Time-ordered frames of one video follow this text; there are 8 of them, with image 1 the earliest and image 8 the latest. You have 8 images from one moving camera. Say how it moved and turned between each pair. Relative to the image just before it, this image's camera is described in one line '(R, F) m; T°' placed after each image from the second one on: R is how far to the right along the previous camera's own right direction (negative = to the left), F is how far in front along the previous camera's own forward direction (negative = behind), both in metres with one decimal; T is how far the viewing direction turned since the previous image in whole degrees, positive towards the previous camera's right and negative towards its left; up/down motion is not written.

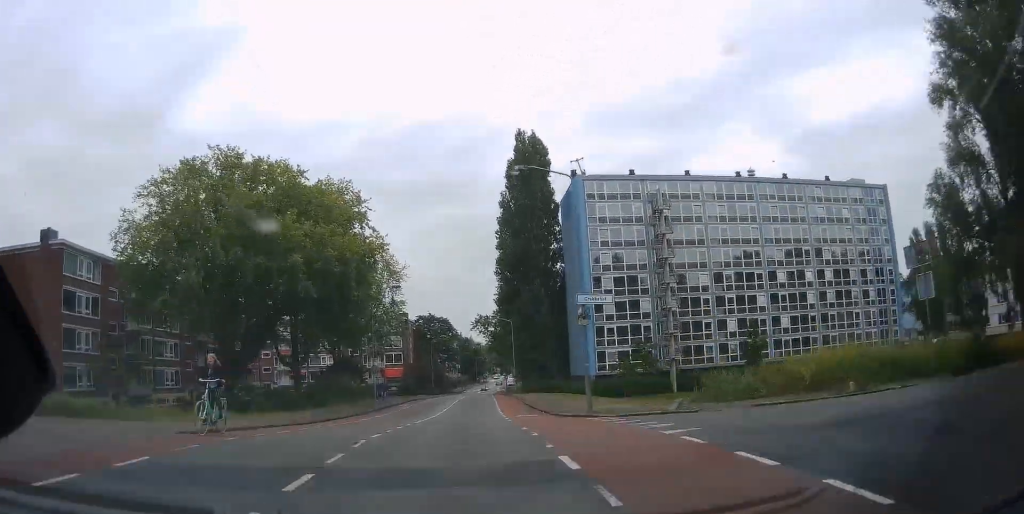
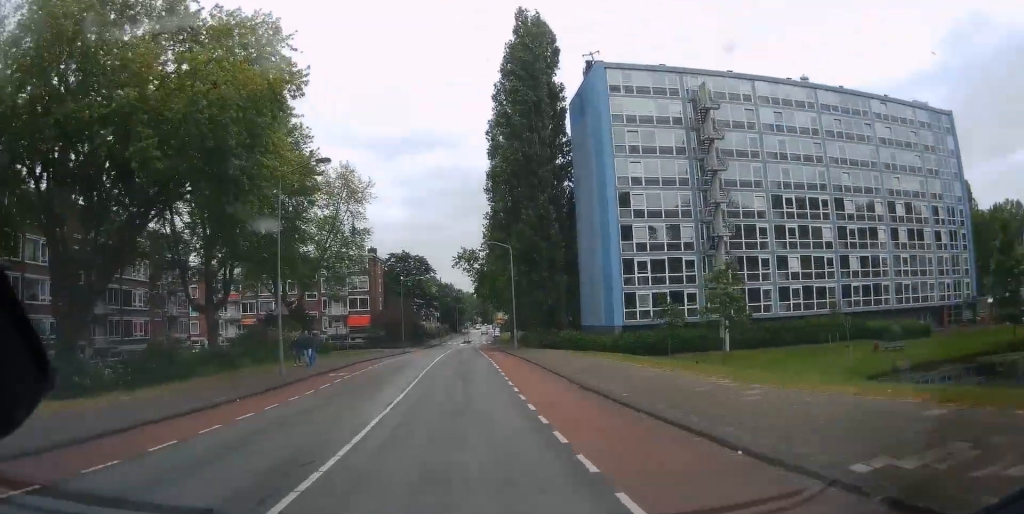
(0.0, +21.5) m; +1°
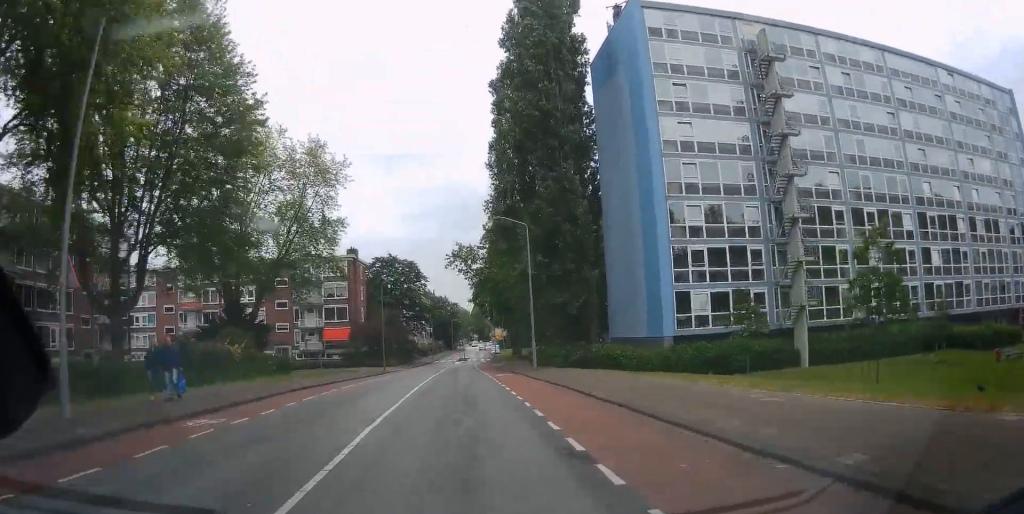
(+0.3, +14.5) m; 0°
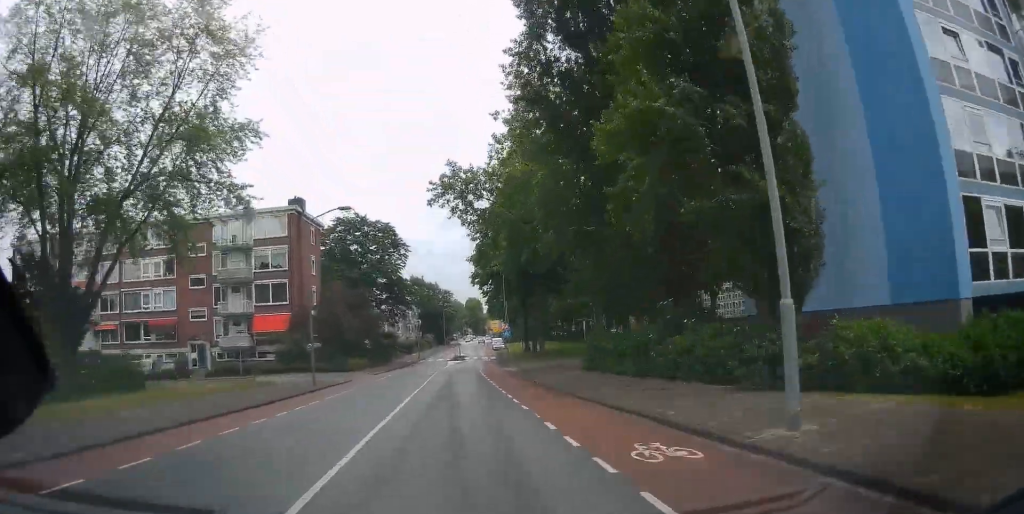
(0.0, +26.5) m; +1°
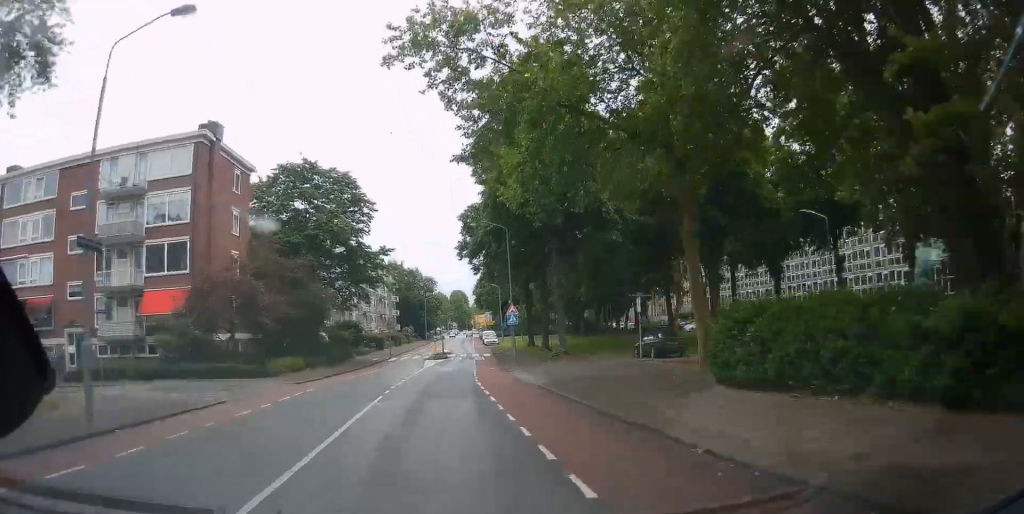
(+0.1, +18.7) m; +2°
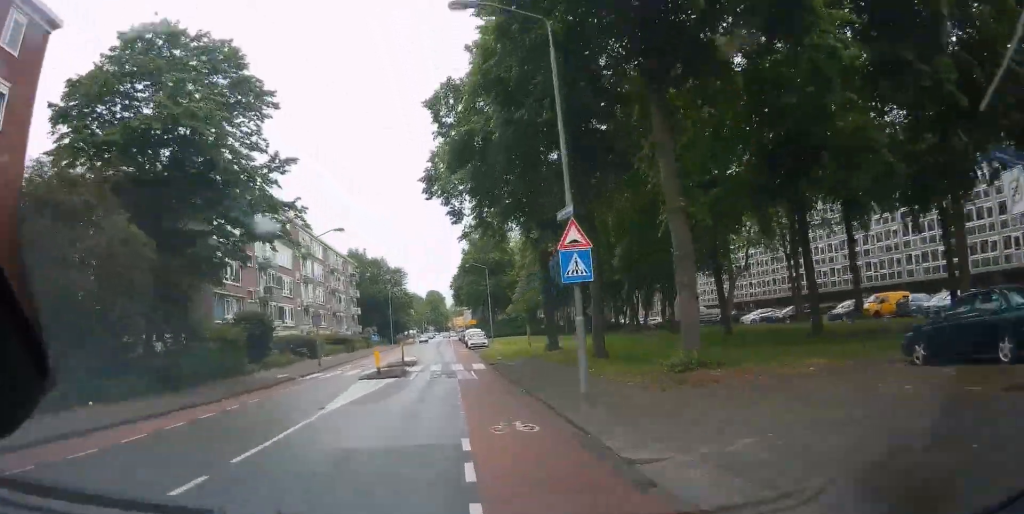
(+1.0, +25.4) m; +2°
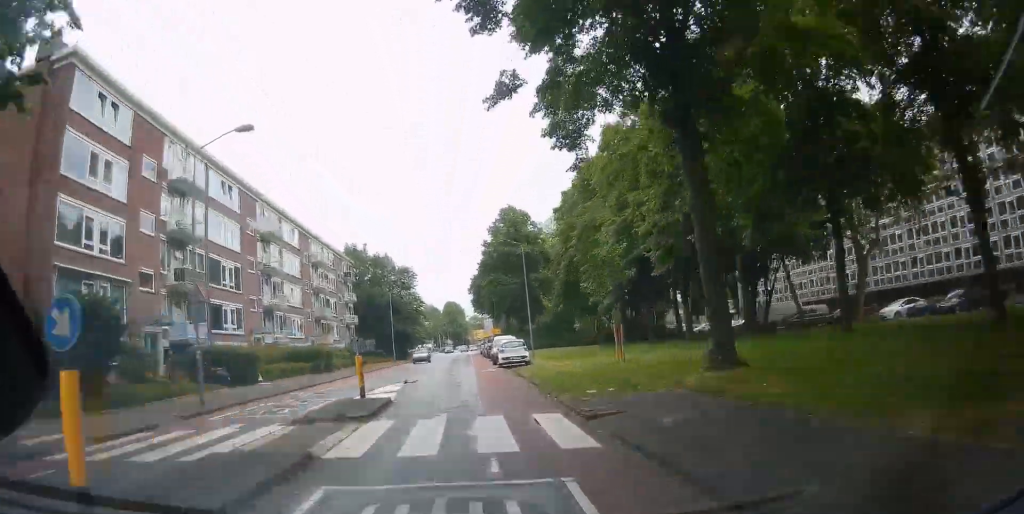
(-0.3, +21.0) m; 0°
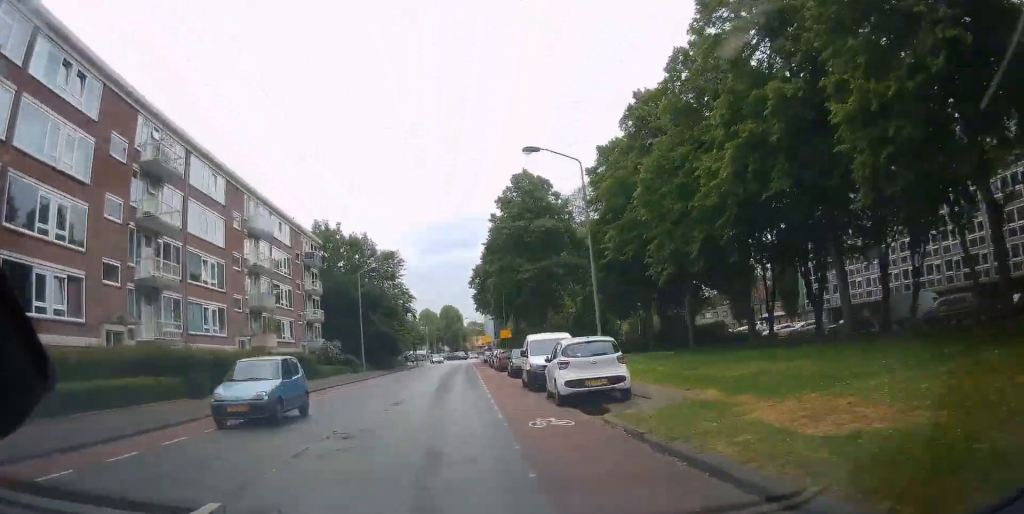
(+0.5, +21.7) m; +1°
